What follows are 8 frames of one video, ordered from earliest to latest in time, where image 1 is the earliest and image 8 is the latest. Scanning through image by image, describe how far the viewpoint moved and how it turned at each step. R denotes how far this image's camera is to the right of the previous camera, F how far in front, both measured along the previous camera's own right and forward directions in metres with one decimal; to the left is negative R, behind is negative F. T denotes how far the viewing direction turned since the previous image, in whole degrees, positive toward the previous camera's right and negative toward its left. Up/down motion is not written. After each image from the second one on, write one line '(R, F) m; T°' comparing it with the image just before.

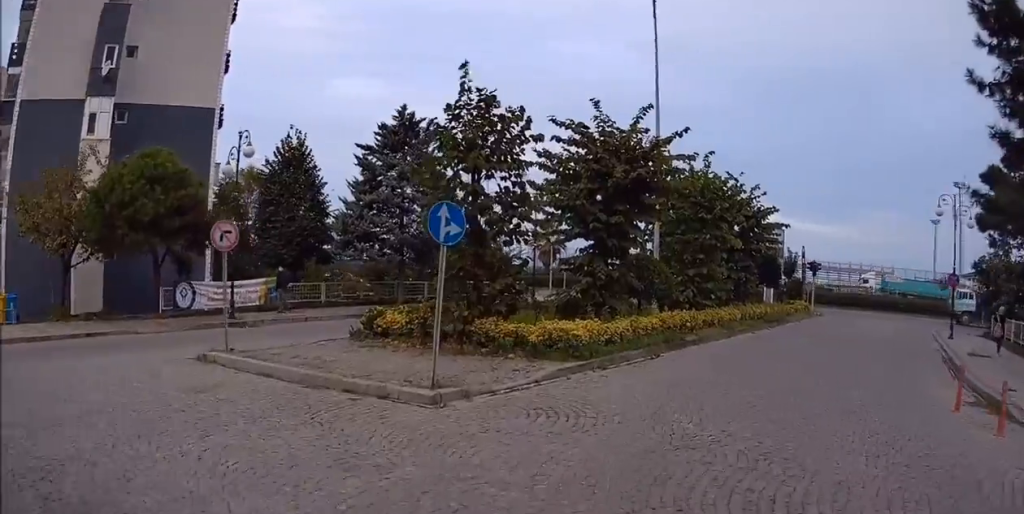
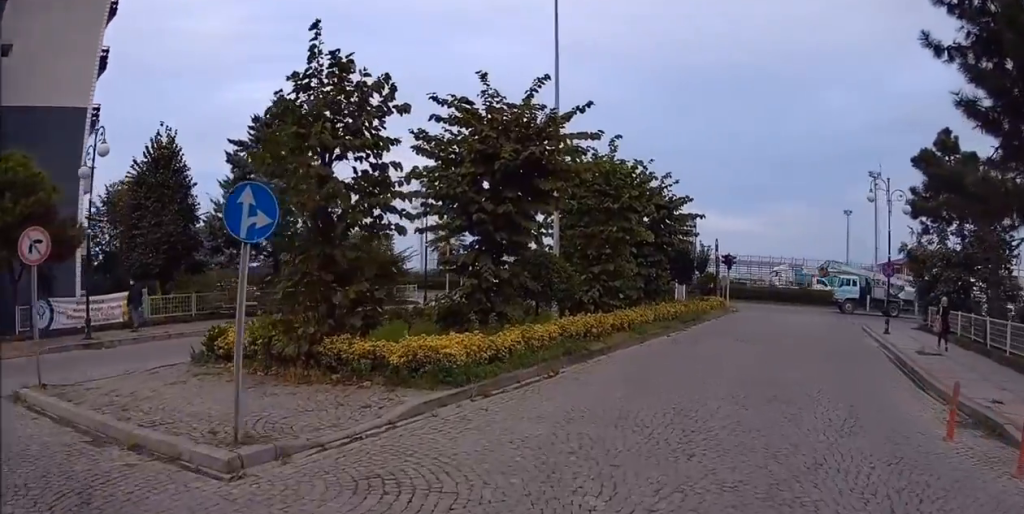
(+0.1, +2.7) m; +6°
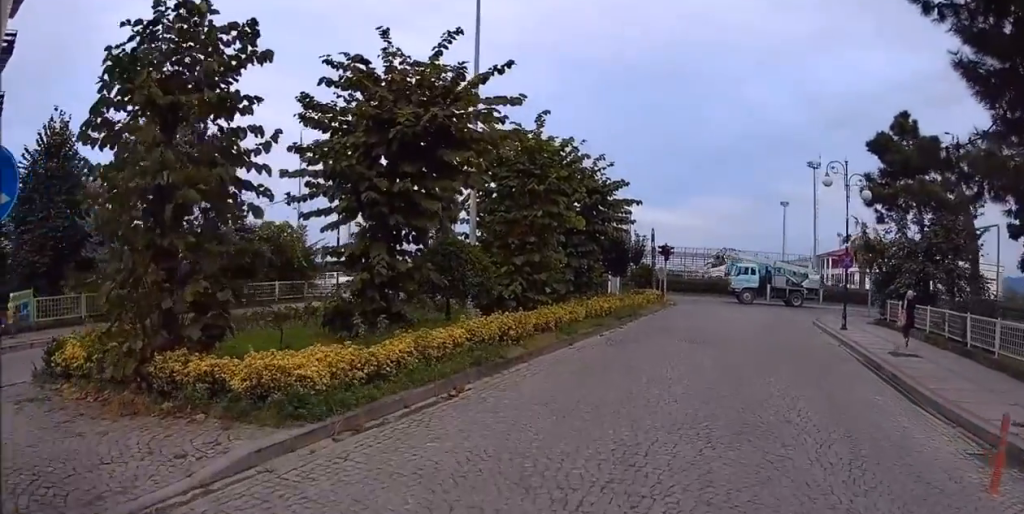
(+0.2, +2.7) m; +6°
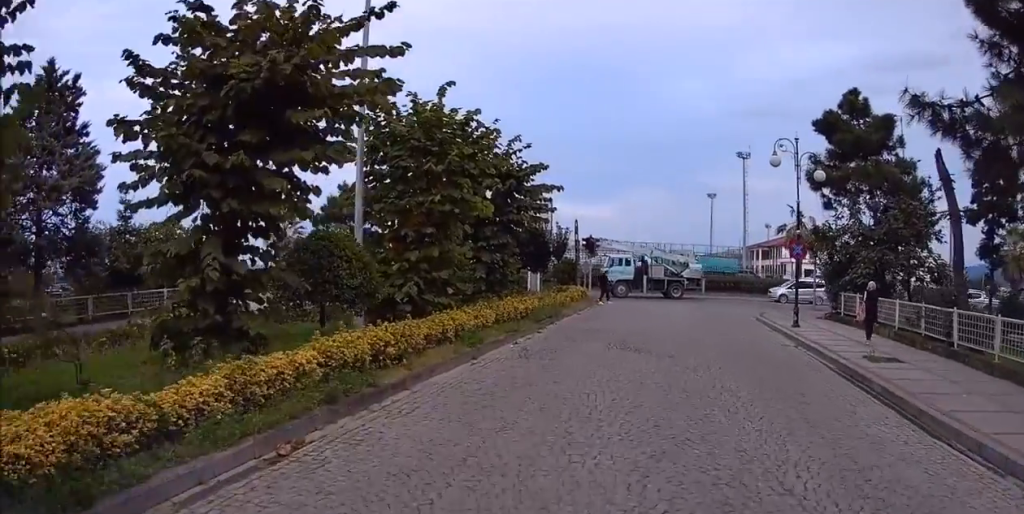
(+0.2, +3.3) m; +14°
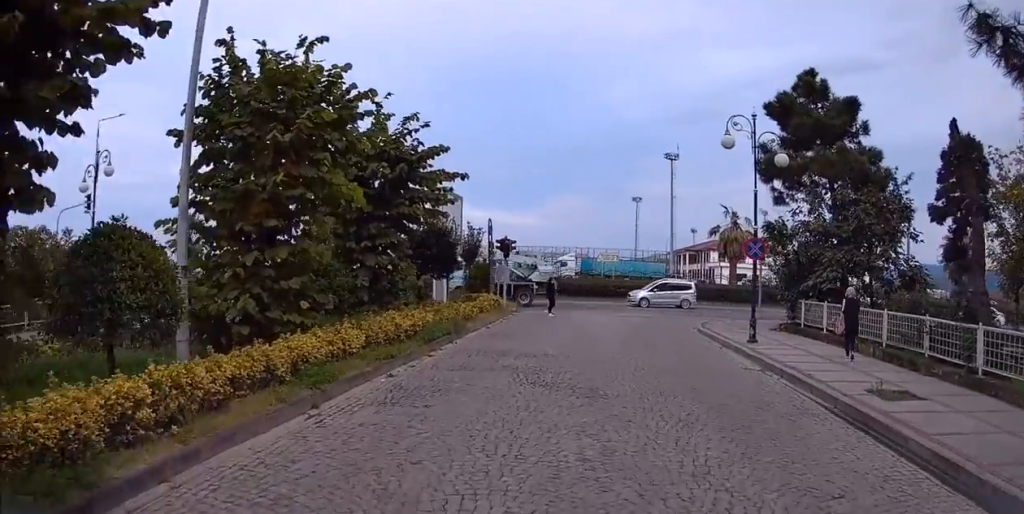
(+0.8, +3.8) m; +15°
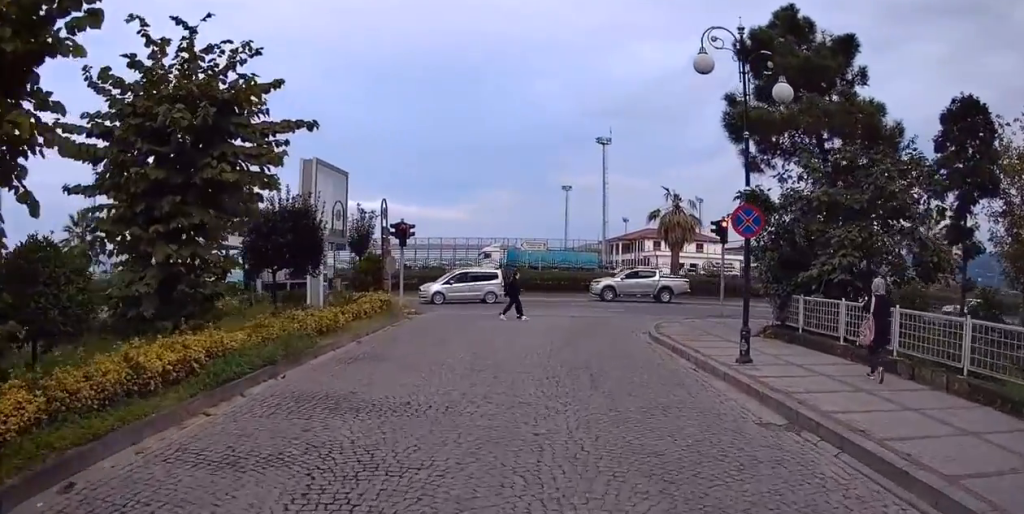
(+0.1, +5.8) m; -6°
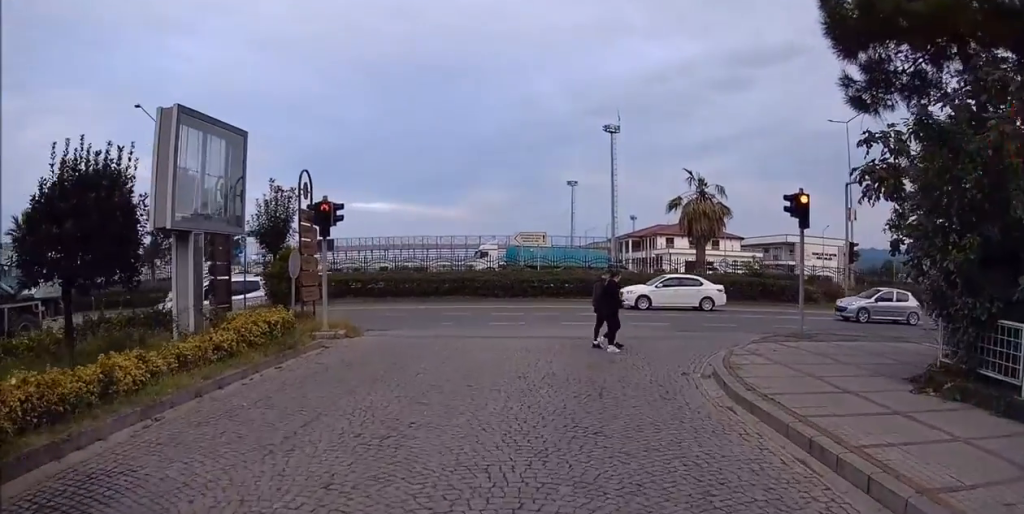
(-0.3, +7.6) m; -5°
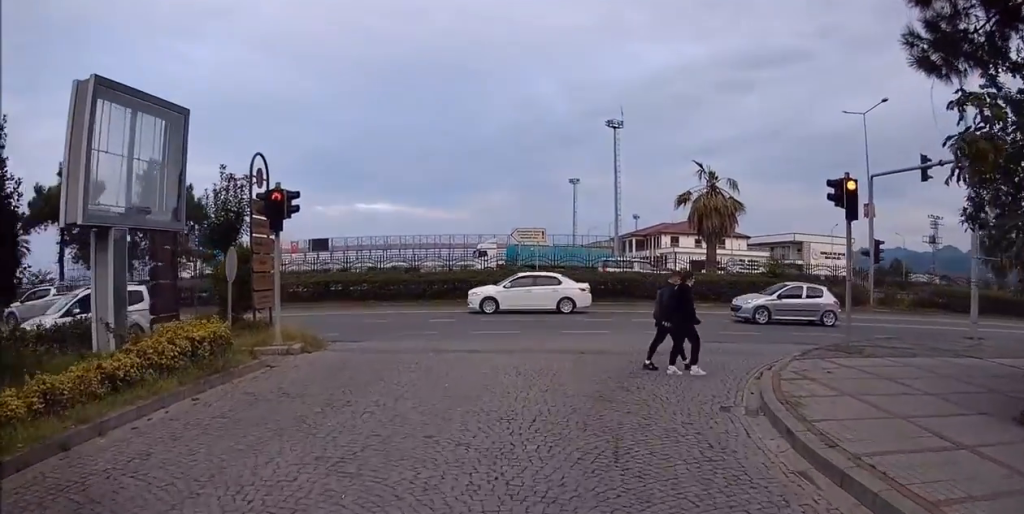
(-0.1, +2.5) m; +4°
